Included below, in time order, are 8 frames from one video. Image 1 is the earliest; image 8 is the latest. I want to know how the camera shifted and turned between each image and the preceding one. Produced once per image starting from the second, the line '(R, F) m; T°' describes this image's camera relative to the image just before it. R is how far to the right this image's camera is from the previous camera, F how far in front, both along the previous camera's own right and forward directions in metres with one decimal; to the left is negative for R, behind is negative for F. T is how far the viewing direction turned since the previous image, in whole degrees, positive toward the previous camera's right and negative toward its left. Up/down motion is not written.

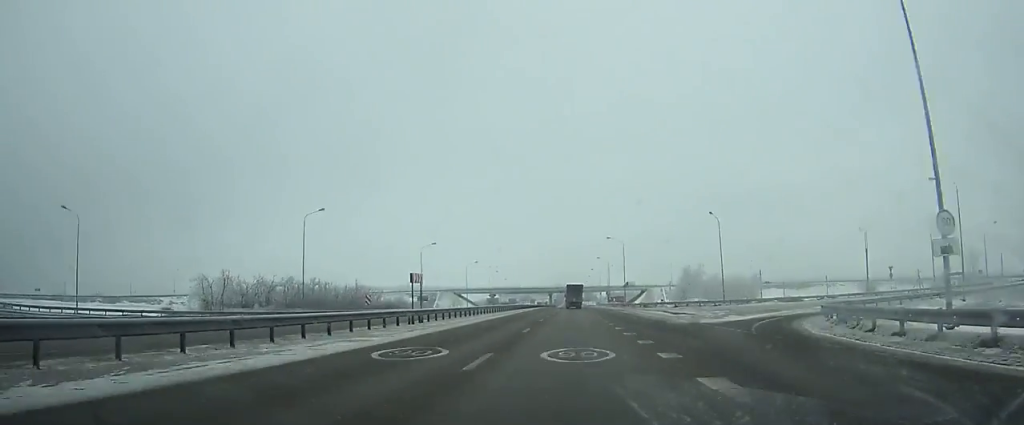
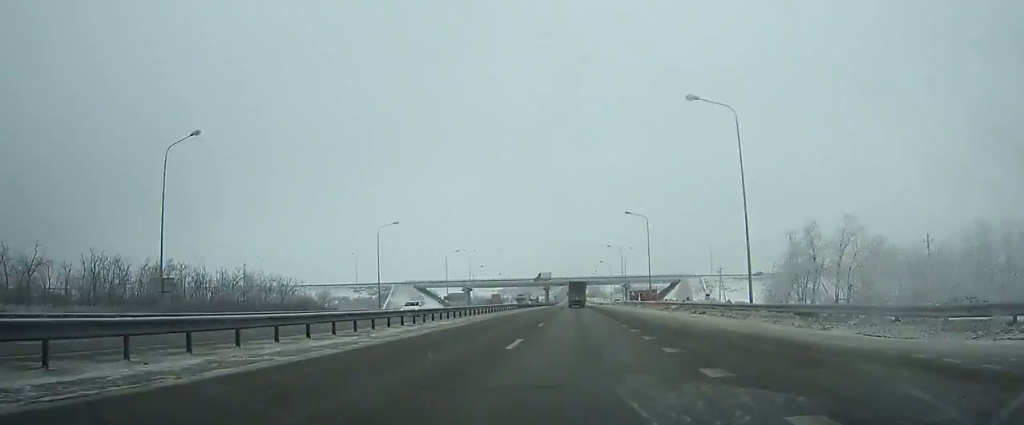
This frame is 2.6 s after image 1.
(0.0, +71.4) m; 0°
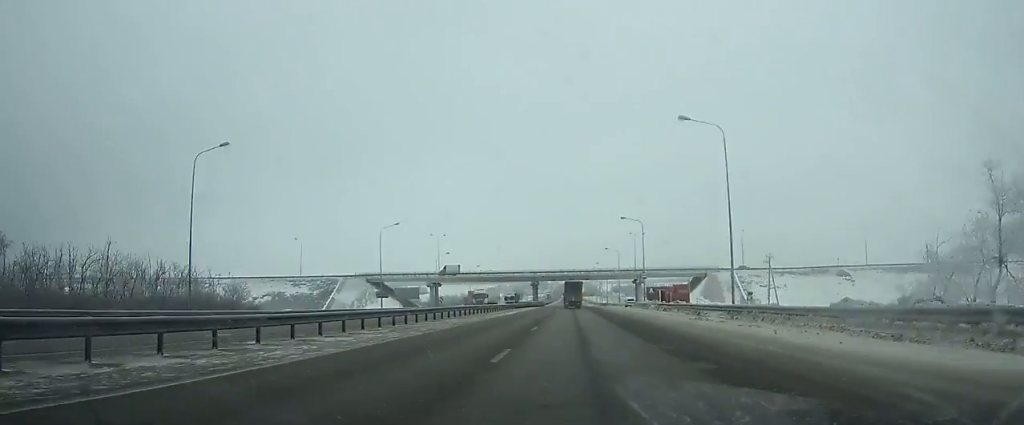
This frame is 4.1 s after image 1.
(0.0, +42.0) m; 0°
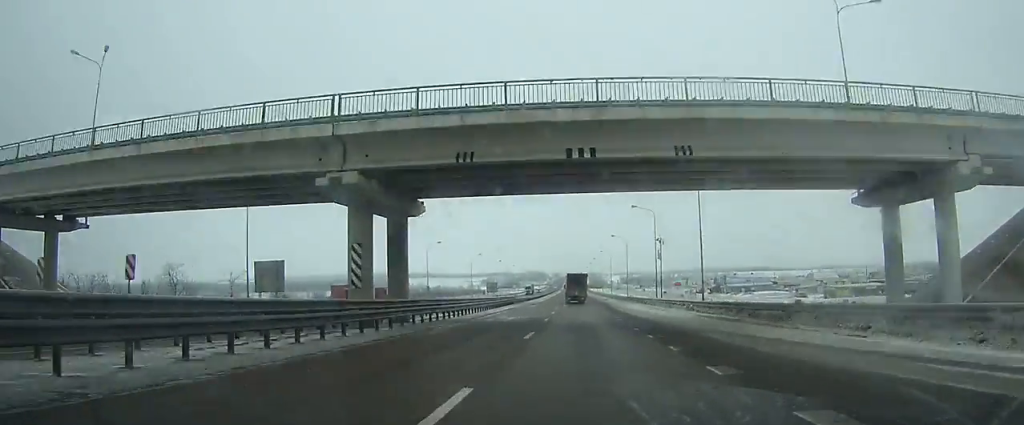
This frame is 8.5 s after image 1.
(+0.3, +125.5) m; 0°
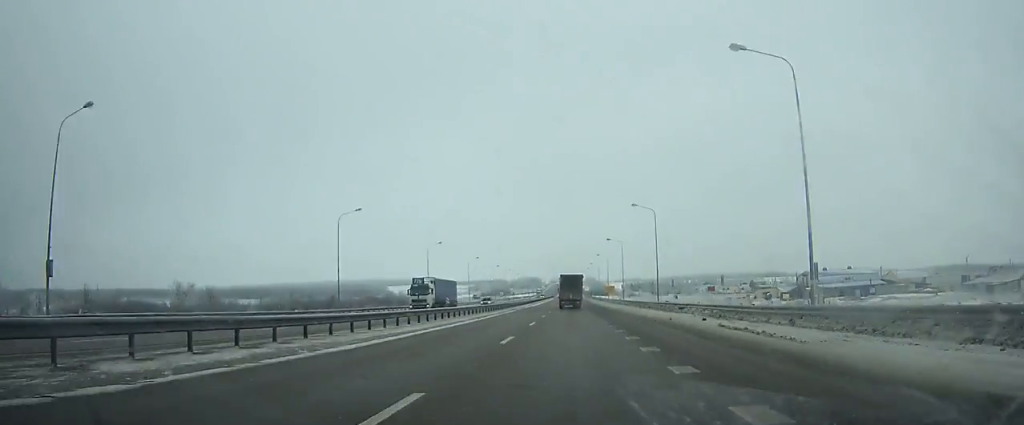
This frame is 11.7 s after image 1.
(-0.2, +88.2) m; 0°
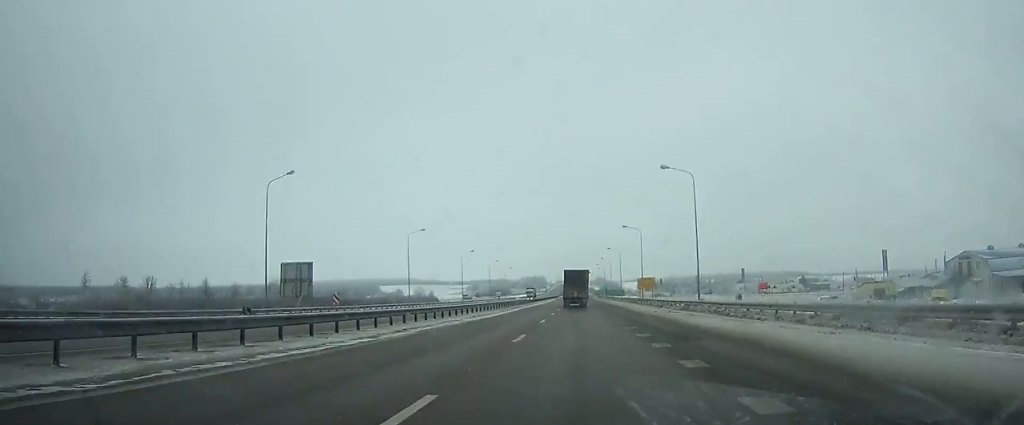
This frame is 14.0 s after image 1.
(-0.2, +61.7) m; 0°
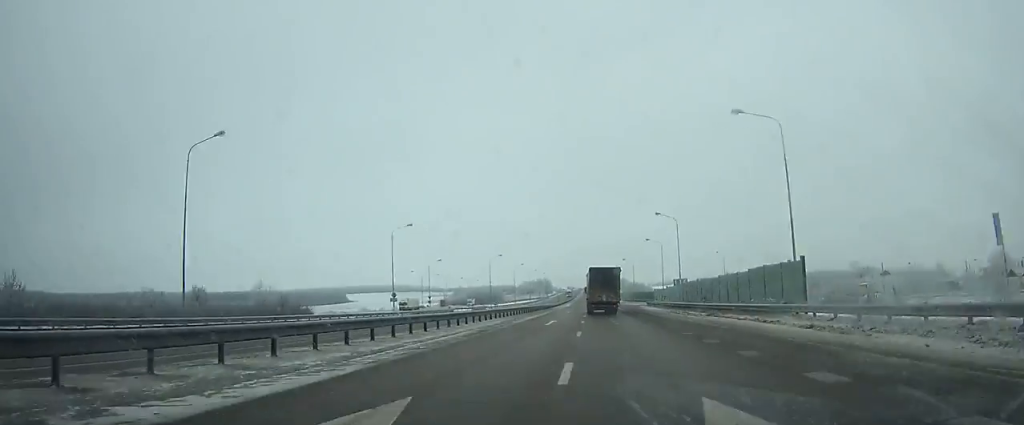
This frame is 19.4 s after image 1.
(-1.0, +143.3) m; 0°
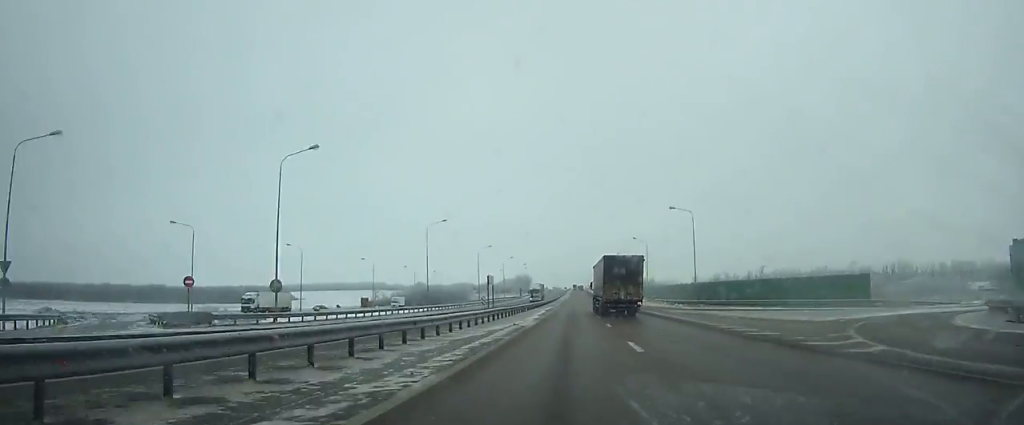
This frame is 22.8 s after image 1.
(0.0, +92.1) m; 0°
